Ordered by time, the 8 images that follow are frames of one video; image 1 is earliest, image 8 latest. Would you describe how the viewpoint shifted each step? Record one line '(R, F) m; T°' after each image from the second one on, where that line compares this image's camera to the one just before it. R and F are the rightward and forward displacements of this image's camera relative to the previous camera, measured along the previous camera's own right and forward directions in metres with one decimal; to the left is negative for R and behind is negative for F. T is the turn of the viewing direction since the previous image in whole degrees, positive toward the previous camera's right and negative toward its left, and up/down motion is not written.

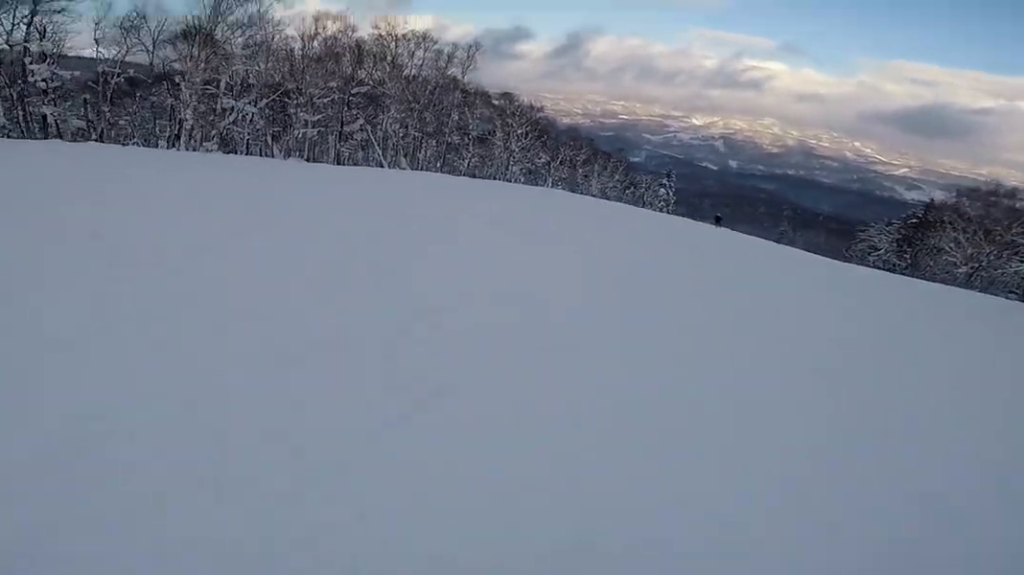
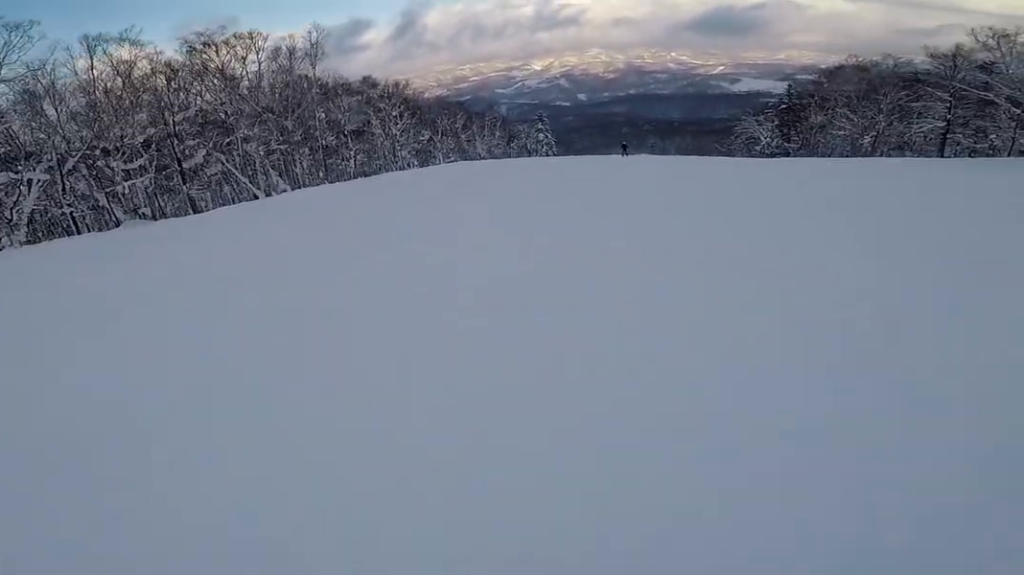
(-0.2, +8.4) m; +13°
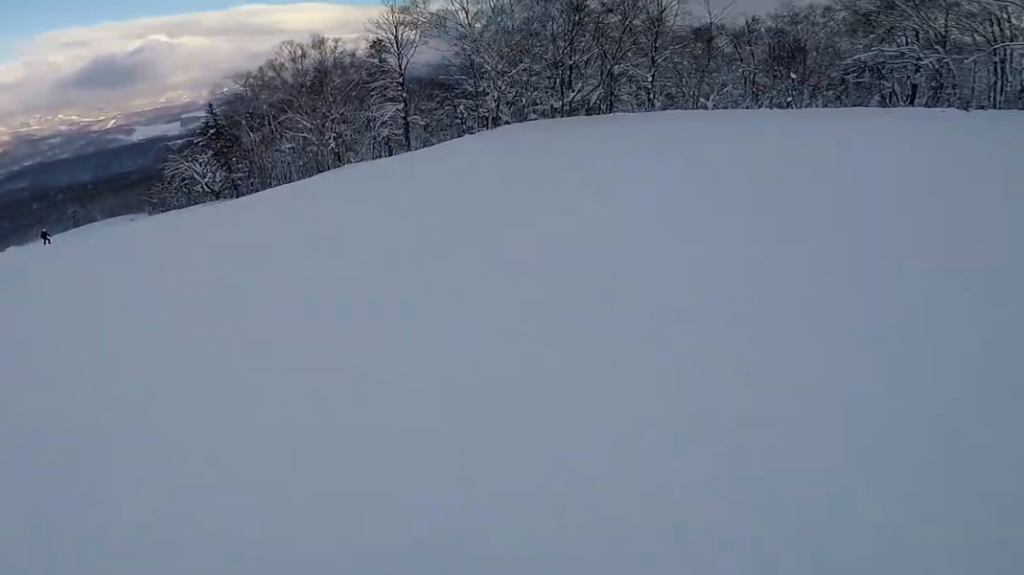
(+10.6, +21.3) m; +44°
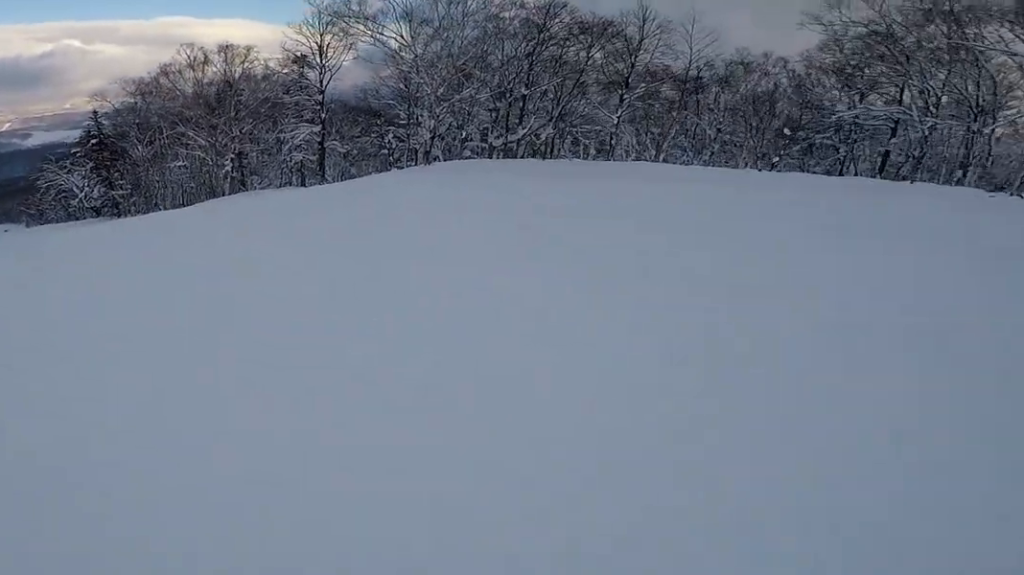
(+0.7, +6.9) m; +5°
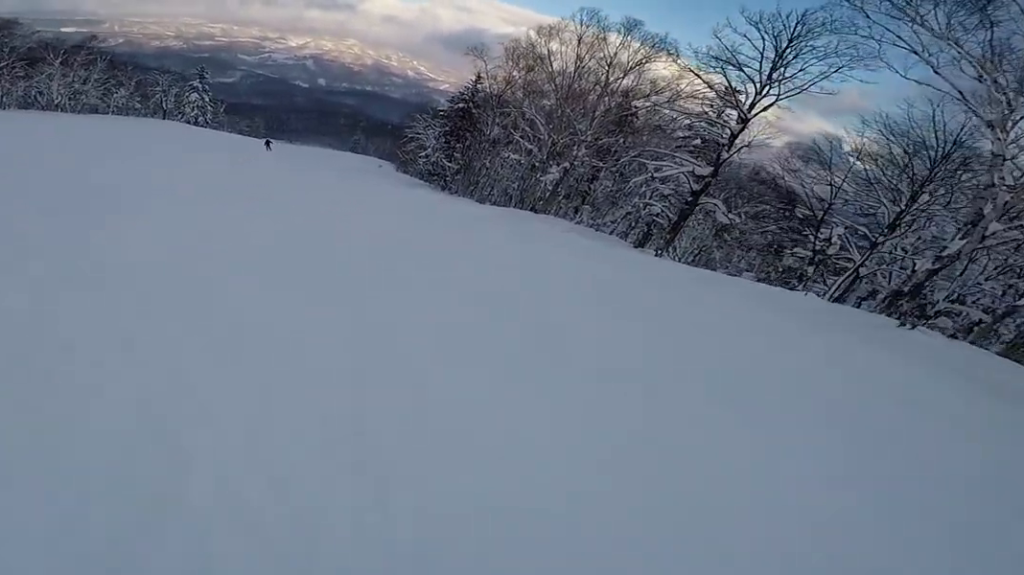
(-1.8, +12.9) m; -29°
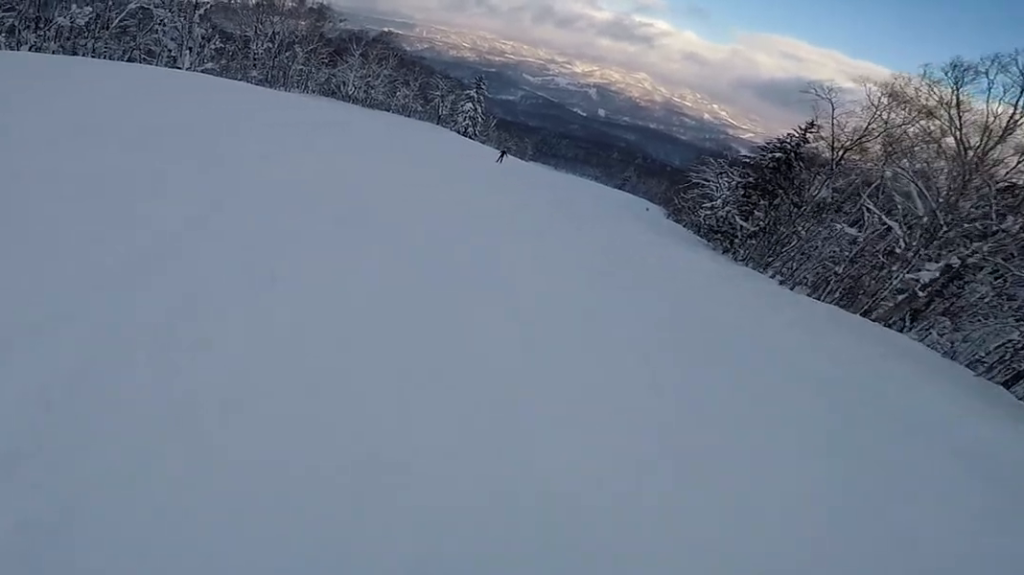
(-1.4, +6.1) m; -22°
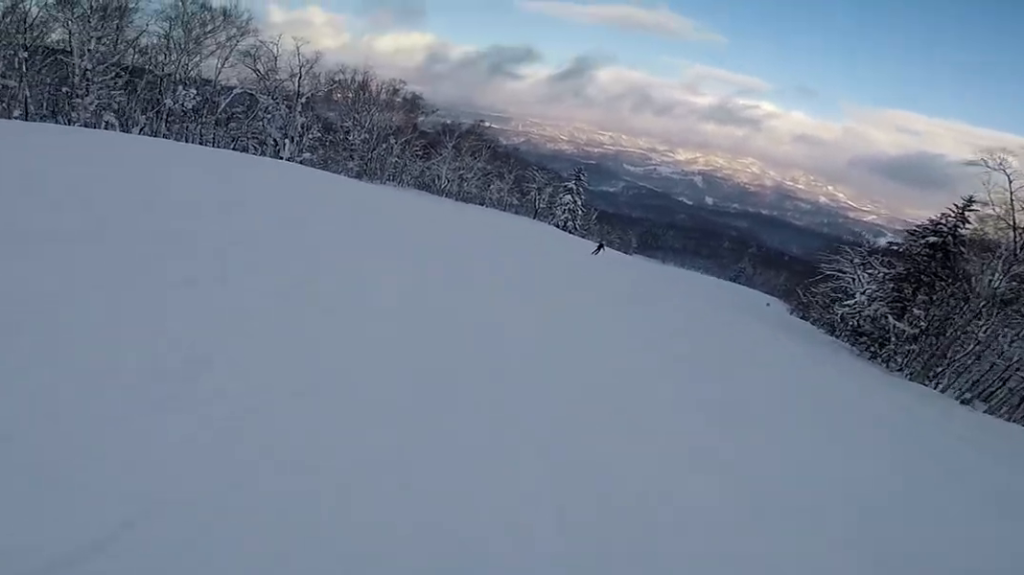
(-0.2, +3.9) m; -13°
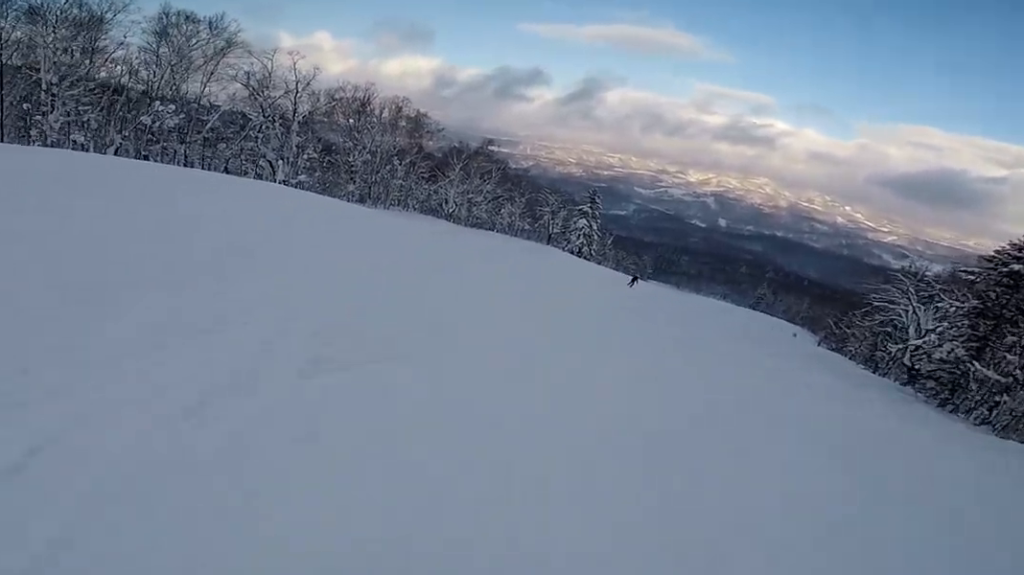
(-0.9, +5.1) m; -5°
